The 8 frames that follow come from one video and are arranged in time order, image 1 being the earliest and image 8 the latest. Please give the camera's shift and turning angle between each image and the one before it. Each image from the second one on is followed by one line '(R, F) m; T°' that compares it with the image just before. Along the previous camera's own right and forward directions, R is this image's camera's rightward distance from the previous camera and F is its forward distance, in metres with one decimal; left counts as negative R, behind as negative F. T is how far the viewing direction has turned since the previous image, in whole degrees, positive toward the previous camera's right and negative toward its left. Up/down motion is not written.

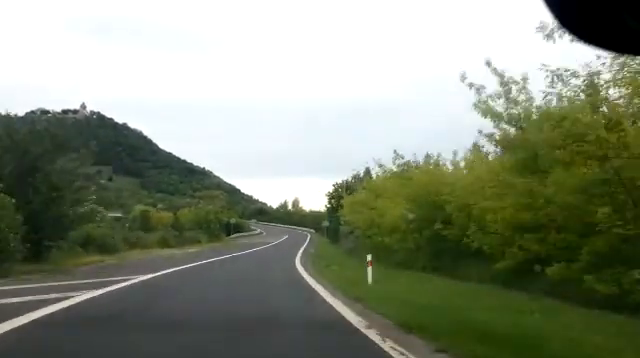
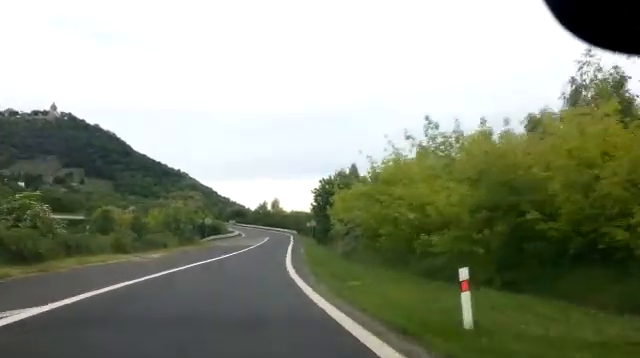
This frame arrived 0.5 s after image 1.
(+0.2, +6.5) m; +3°
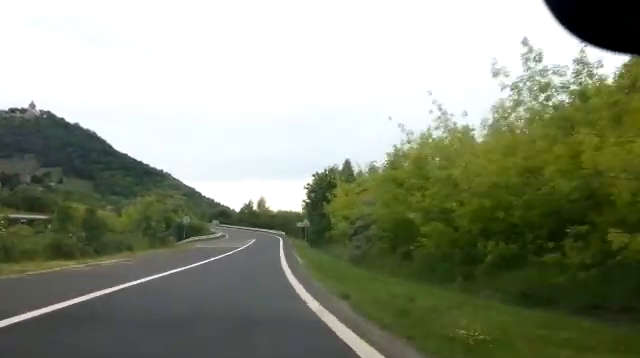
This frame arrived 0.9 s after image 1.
(0.0, +6.5) m; +2°
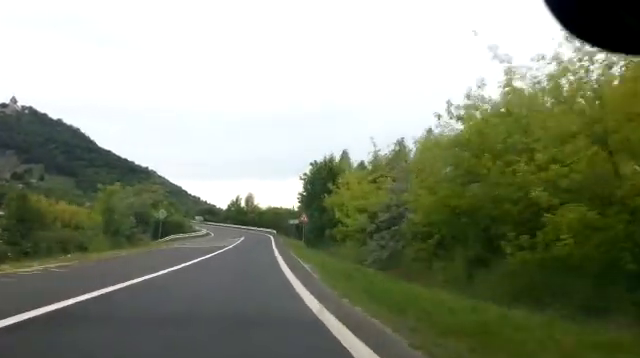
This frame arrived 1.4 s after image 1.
(+0.1, +6.6) m; +2°
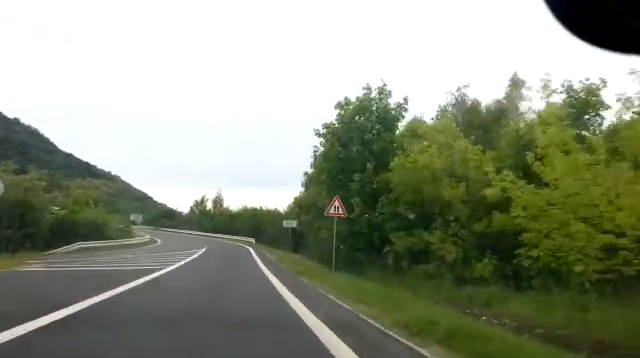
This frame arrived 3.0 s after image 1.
(+1.0, +22.4) m; +4°
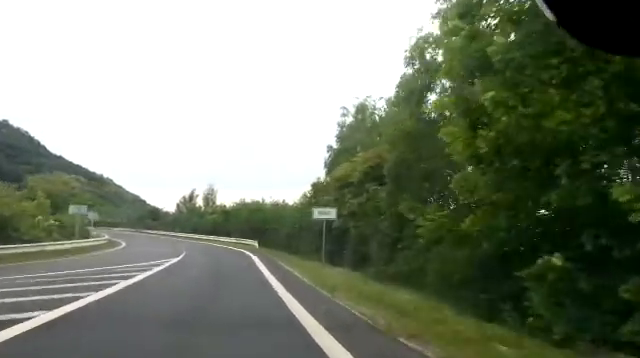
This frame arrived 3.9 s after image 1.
(+0.1, +14.5) m; +2°
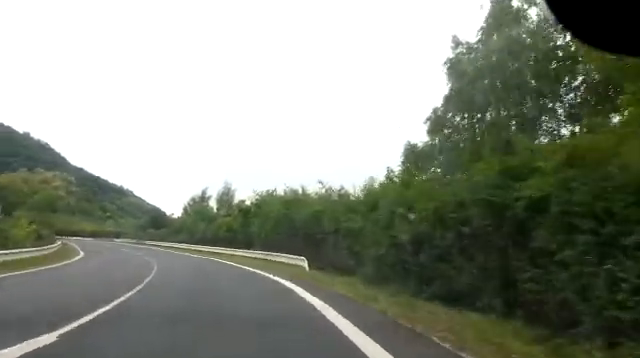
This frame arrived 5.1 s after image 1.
(+0.6, +17.9) m; +2°
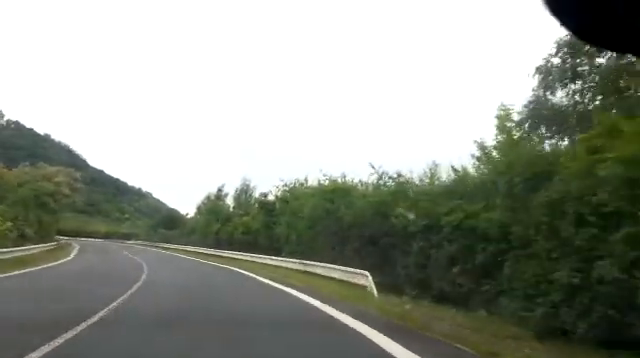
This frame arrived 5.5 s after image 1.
(0.0, +6.7) m; -1°
